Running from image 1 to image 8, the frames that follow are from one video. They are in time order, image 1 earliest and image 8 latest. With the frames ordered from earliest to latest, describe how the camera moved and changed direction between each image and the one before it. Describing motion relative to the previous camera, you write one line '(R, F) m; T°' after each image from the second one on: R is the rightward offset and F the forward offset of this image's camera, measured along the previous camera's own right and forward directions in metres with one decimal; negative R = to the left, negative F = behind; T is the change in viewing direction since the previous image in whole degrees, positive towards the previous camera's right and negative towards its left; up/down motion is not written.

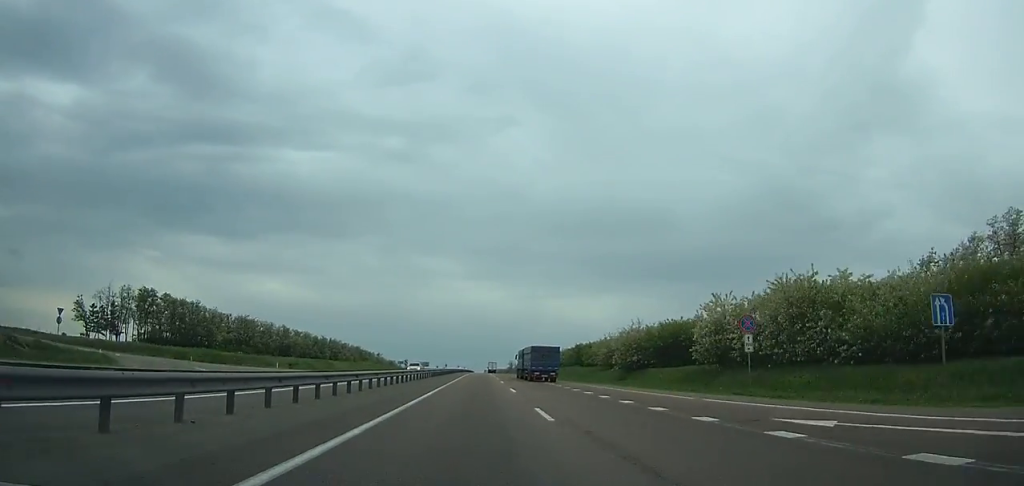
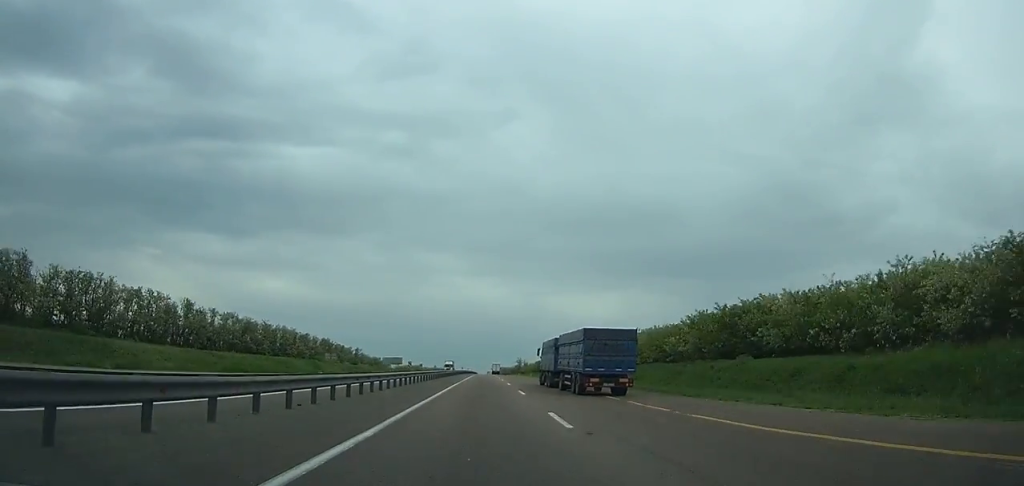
(+0.3, +81.3) m; 0°
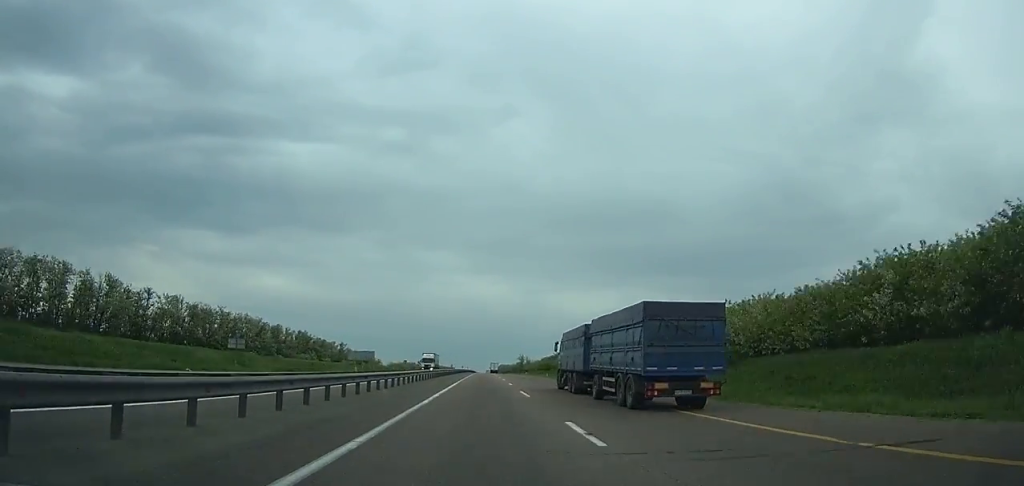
(0.0, +34.9) m; 0°
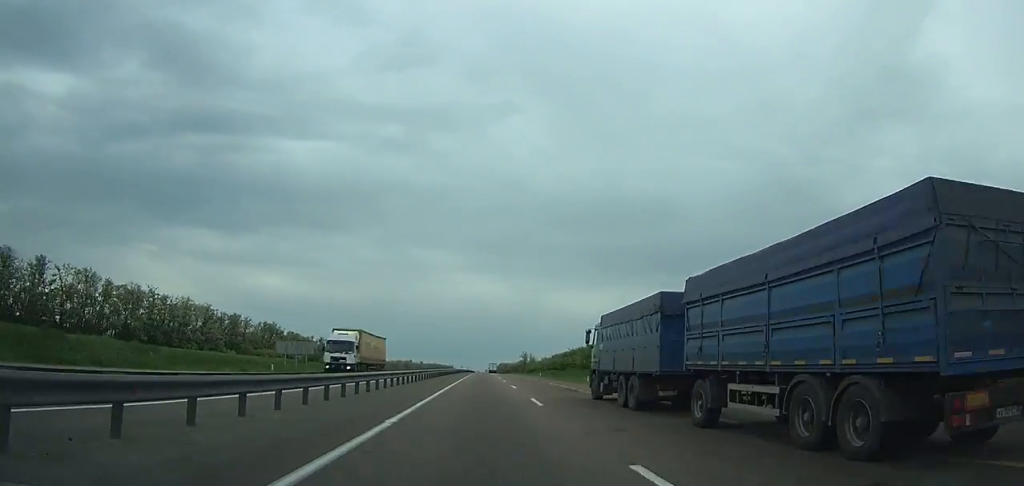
(0.0, +37.1) m; 0°
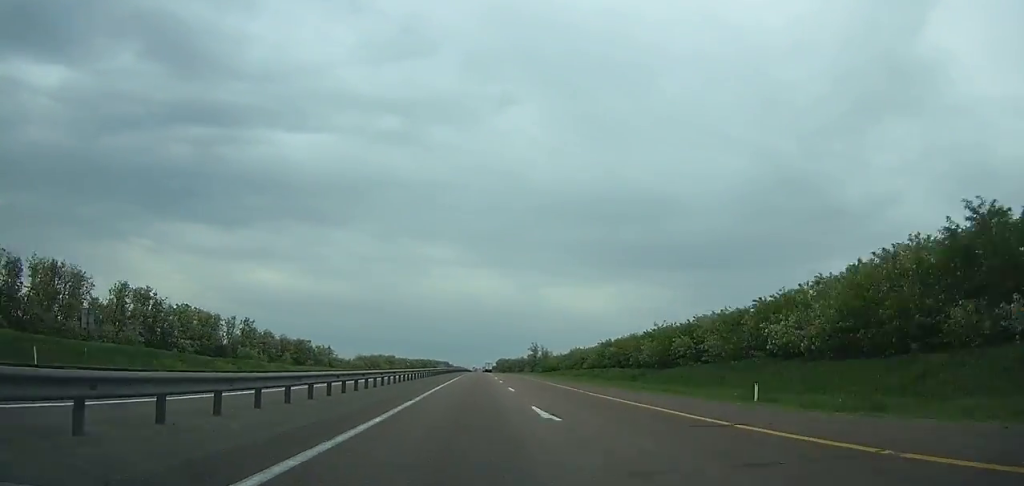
(+0.1, +83.6) m; 0°
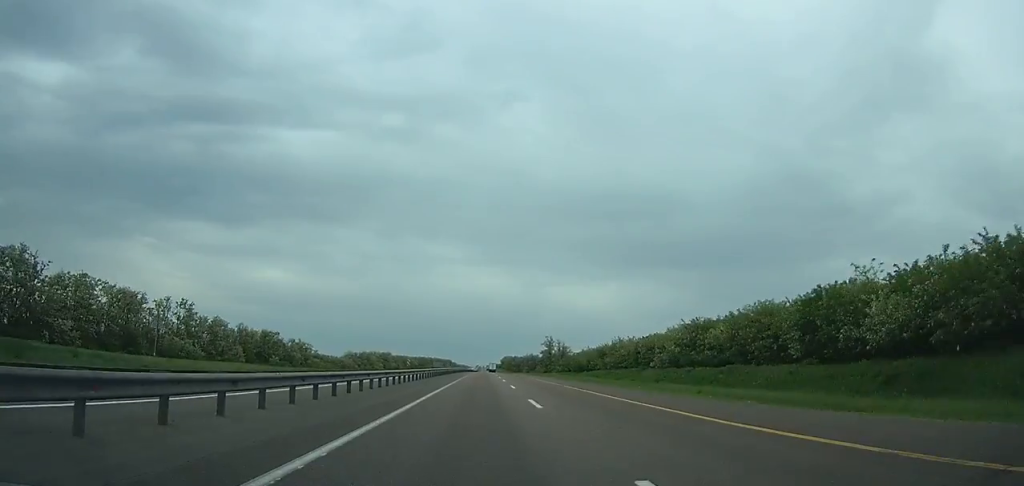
(0.0, +44.5) m; 0°
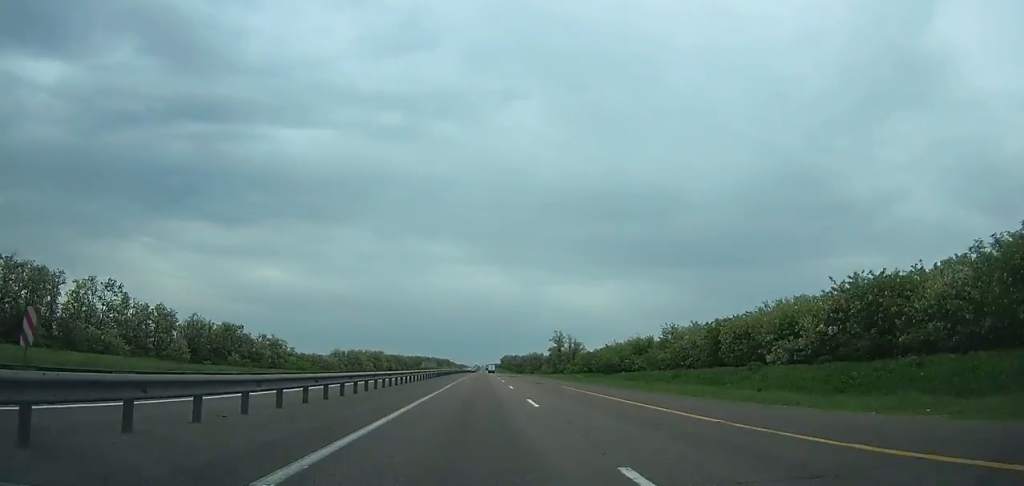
(-0.1, +30.6) m; 0°
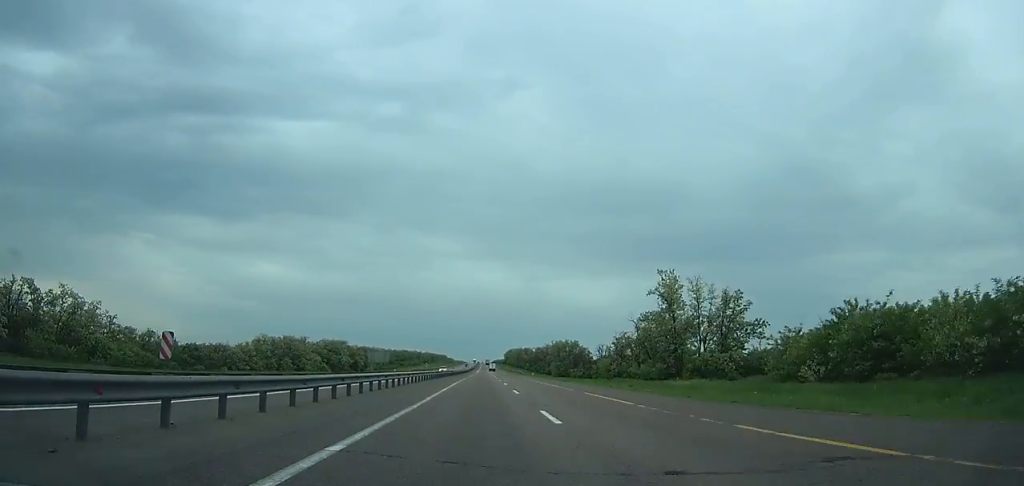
(0.0, +114.9) m; 0°
